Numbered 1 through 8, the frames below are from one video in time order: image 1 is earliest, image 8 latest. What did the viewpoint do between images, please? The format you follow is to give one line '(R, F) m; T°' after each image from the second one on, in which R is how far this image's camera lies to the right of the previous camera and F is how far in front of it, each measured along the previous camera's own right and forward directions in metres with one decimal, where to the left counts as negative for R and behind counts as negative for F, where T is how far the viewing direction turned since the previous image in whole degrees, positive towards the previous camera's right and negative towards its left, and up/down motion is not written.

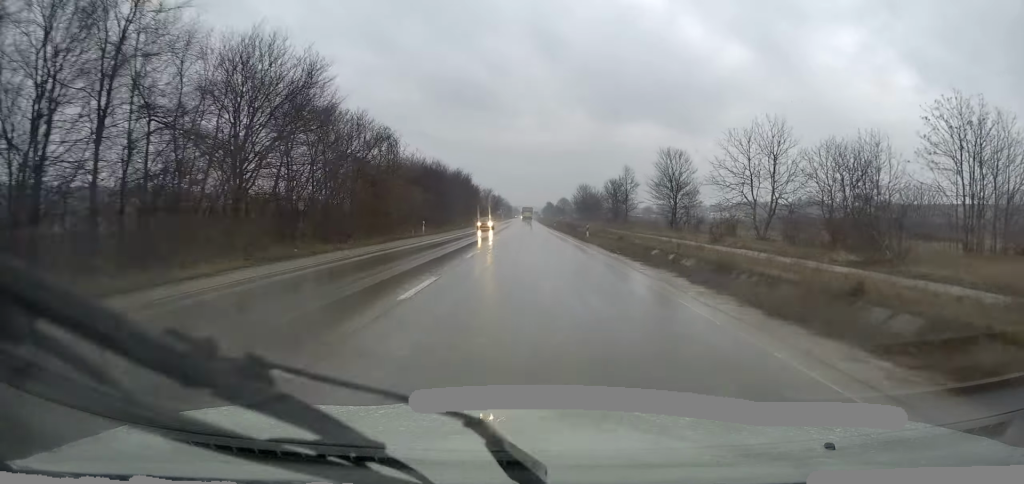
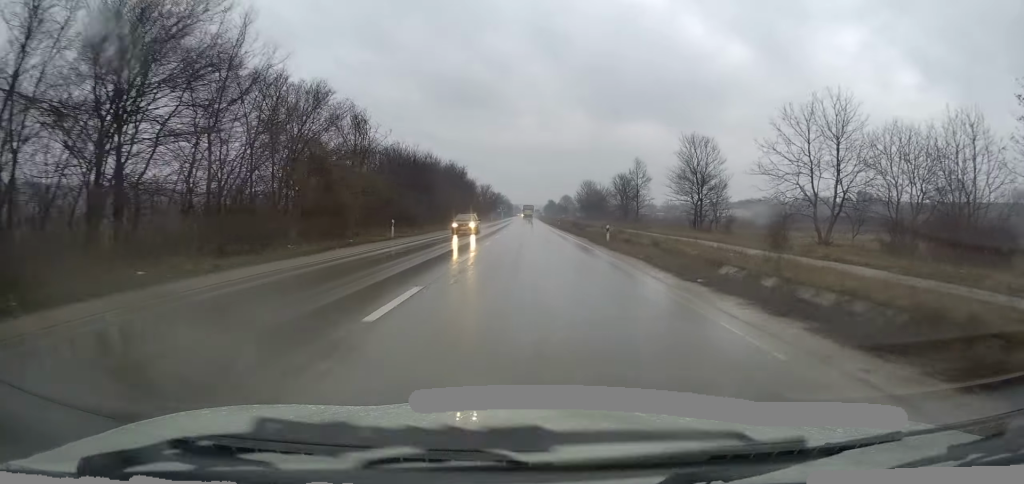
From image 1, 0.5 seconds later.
(+0.1, +10.4) m; +1°
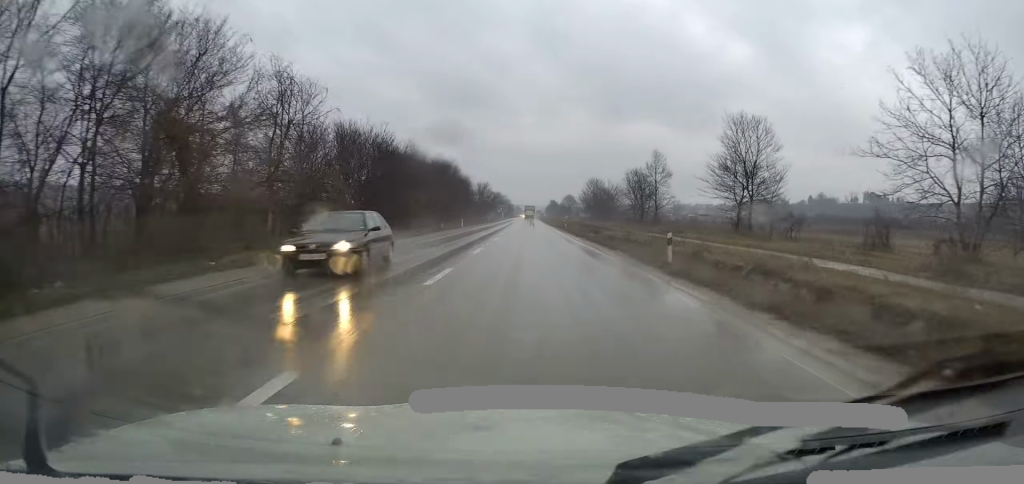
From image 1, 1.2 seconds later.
(+0.1, +13.9) m; 0°
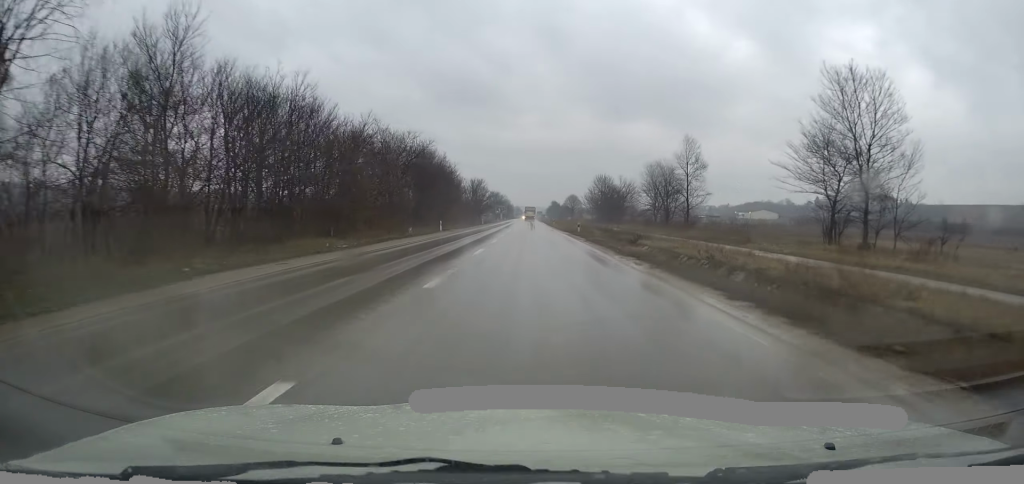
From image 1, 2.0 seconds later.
(-0.1, +17.4) m; -1°
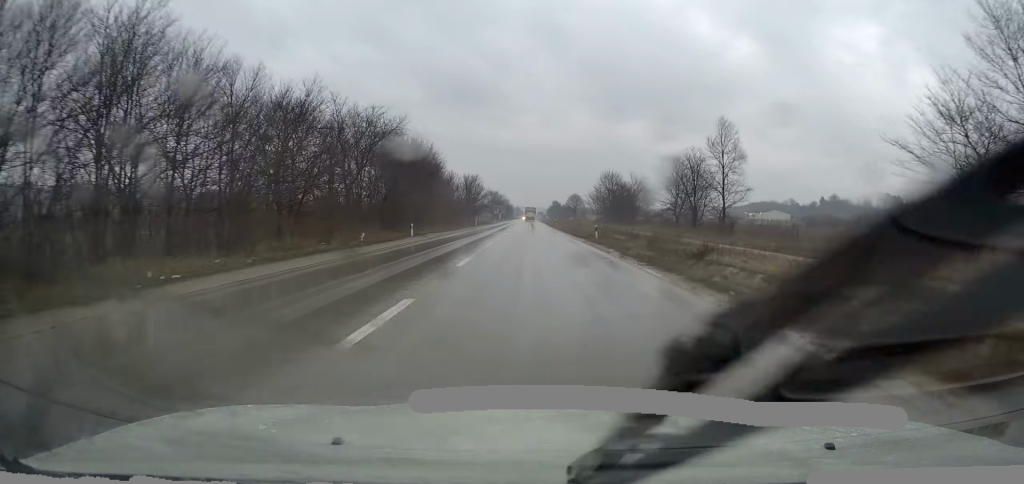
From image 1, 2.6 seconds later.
(-0.2, +13.3) m; 0°
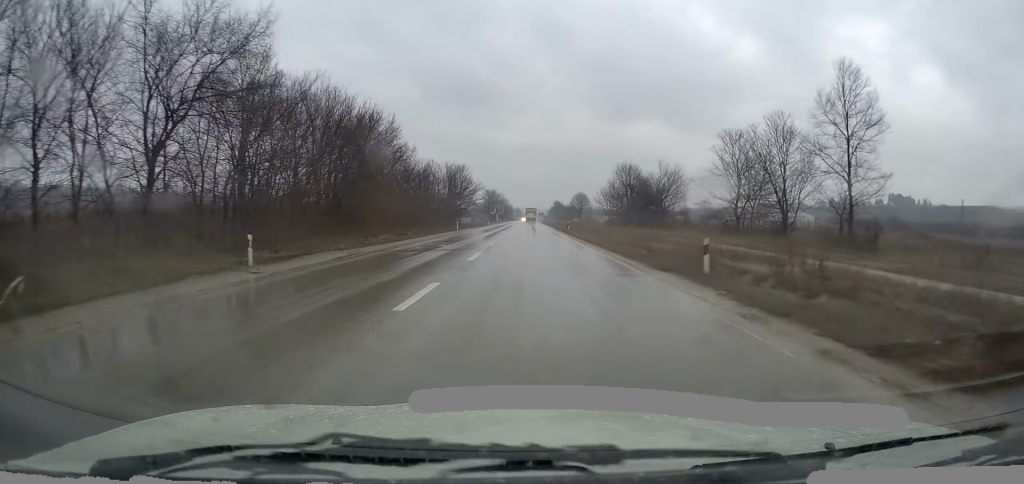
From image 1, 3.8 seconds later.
(+0.2, +23.8) m; 0°
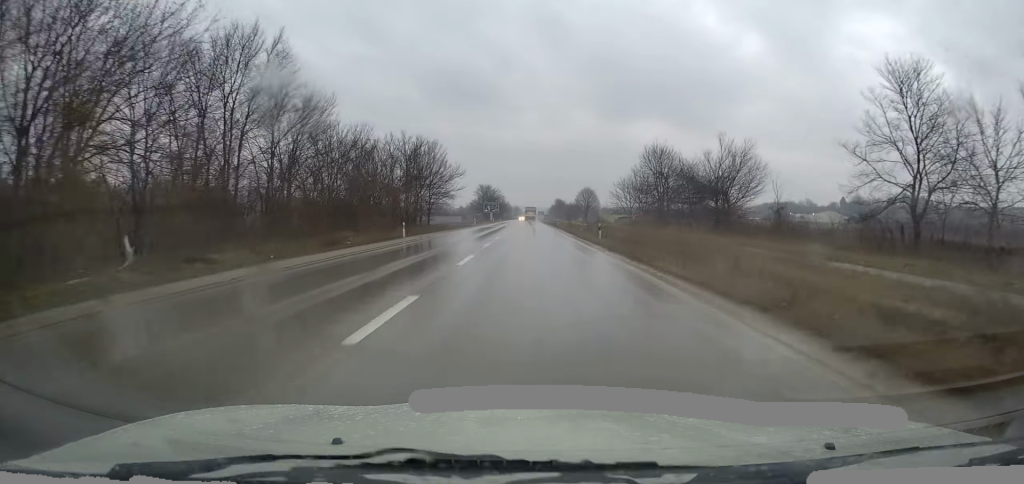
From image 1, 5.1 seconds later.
(-0.4, +28.0) m; 0°
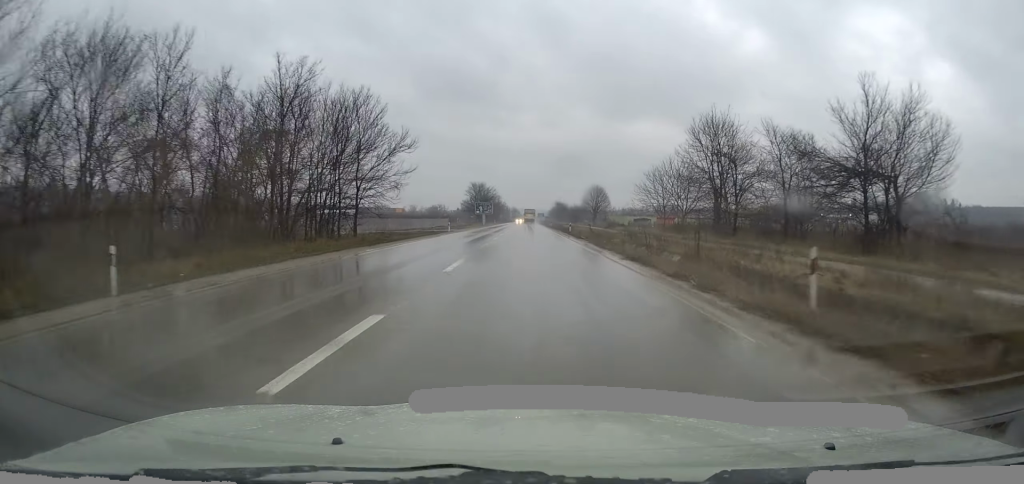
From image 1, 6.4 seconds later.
(+0.4, +27.4) m; +1°
